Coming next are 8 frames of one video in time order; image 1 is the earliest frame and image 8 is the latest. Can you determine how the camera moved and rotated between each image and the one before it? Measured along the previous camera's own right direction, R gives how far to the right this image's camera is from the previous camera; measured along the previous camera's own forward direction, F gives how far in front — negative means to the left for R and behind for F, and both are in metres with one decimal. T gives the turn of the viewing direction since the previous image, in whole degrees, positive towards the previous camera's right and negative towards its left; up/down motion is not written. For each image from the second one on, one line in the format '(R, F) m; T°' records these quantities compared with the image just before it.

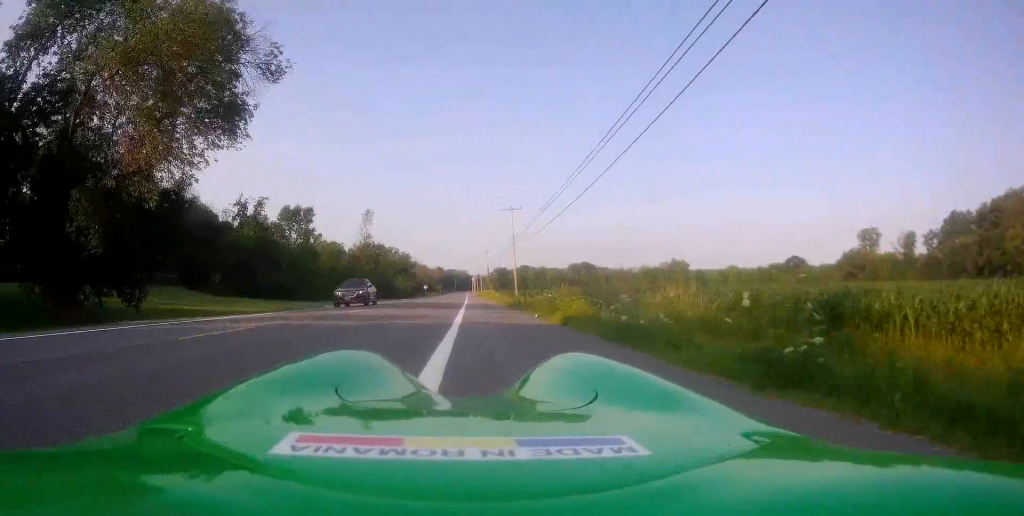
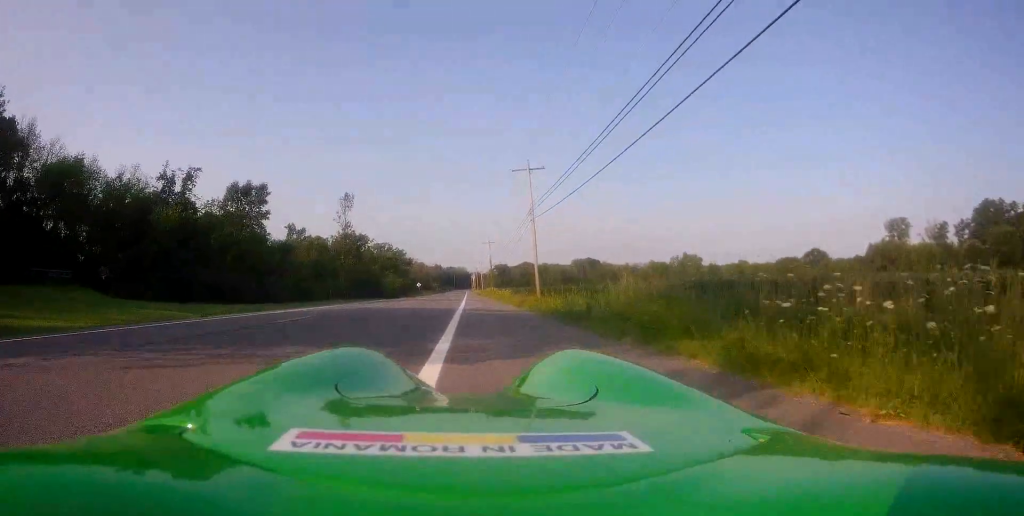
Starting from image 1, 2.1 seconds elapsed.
(-1.2, +20.3) m; -5°
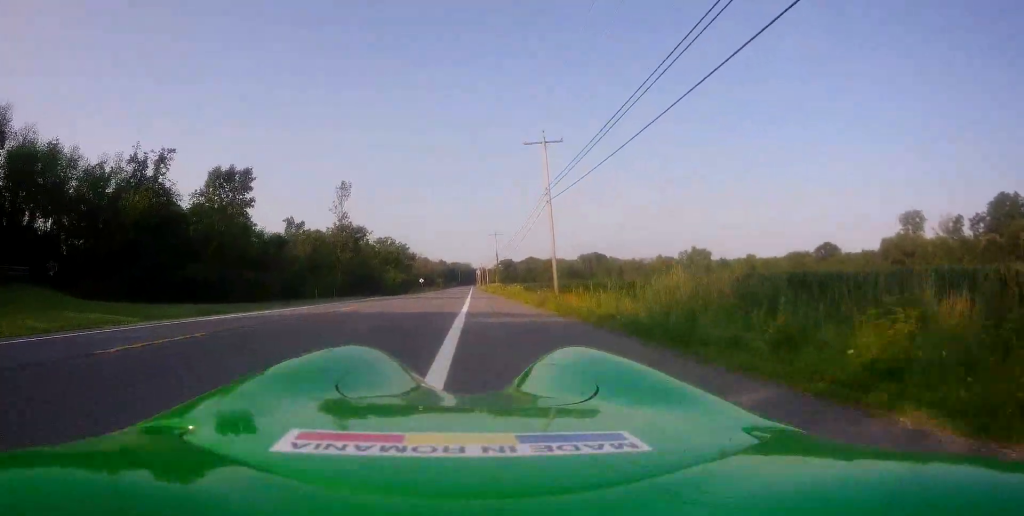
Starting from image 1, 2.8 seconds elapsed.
(+0.3, +6.4) m; +1°
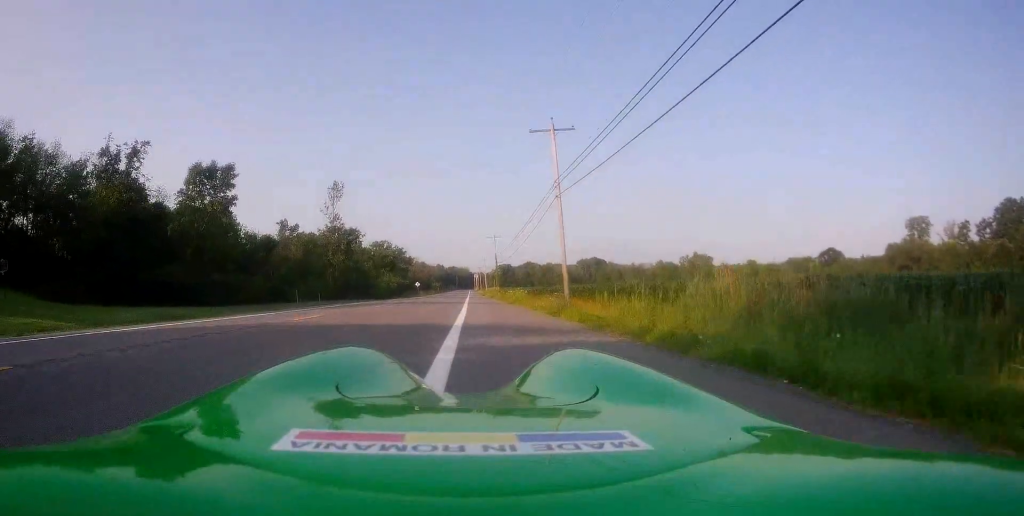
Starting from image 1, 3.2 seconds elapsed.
(0.0, +4.5) m; +1°
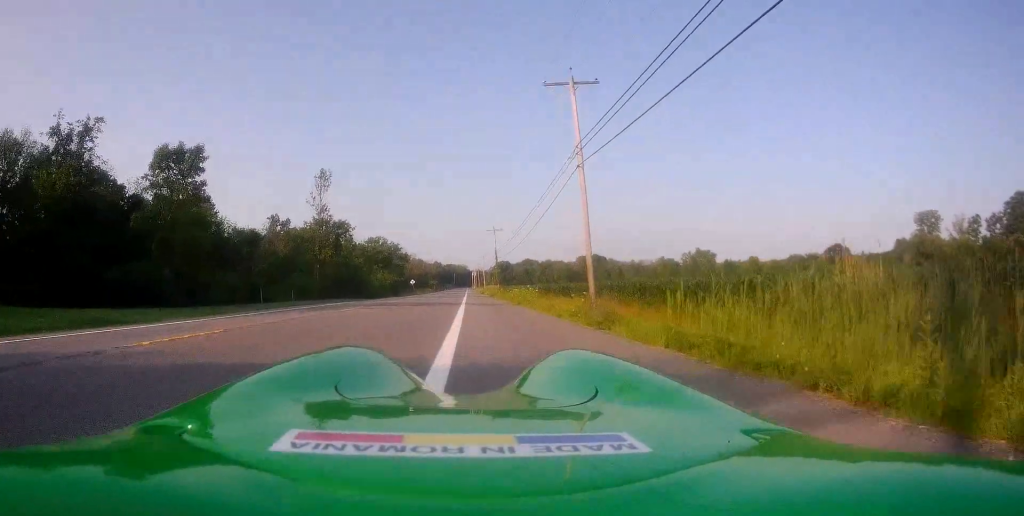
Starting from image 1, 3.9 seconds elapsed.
(-0.2, +6.9) m; +2°
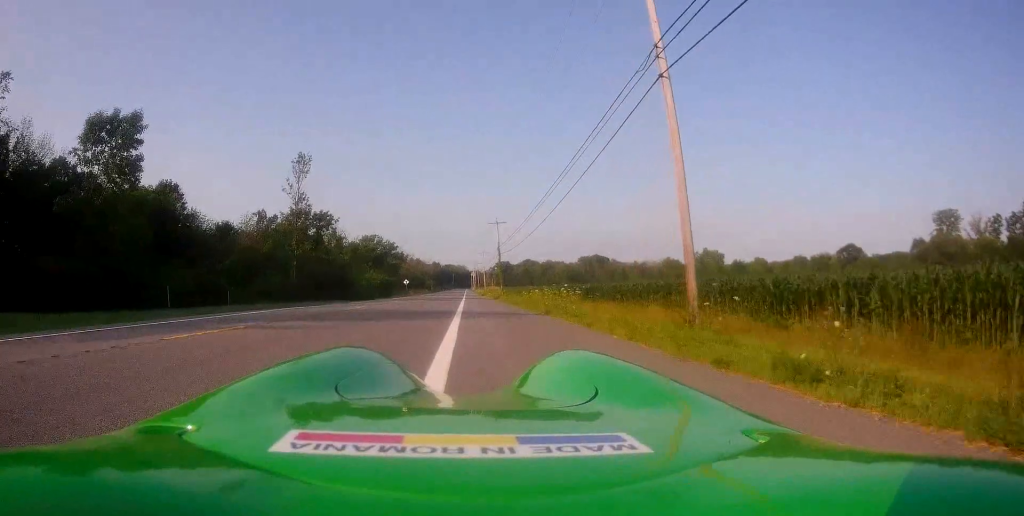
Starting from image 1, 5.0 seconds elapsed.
(+0.6, +11.0) m; +1°
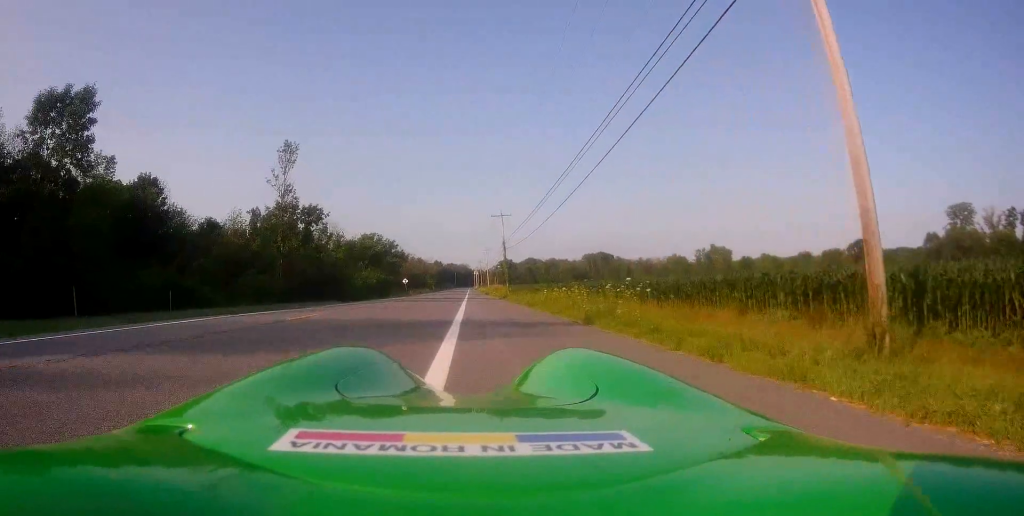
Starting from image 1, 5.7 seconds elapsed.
(-0.3, +6.7) m; -2°
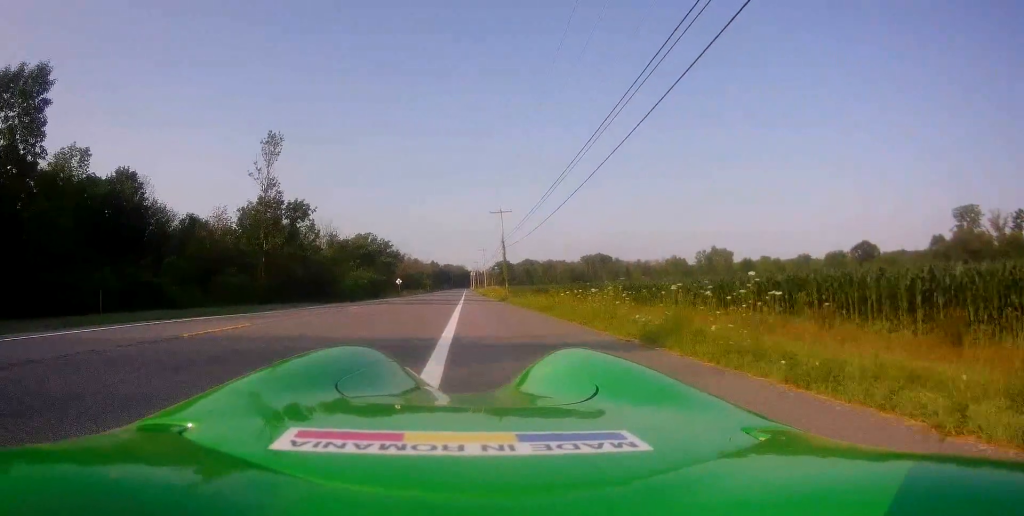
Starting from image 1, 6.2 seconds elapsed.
(-0.1, +5.0) m; -1°
